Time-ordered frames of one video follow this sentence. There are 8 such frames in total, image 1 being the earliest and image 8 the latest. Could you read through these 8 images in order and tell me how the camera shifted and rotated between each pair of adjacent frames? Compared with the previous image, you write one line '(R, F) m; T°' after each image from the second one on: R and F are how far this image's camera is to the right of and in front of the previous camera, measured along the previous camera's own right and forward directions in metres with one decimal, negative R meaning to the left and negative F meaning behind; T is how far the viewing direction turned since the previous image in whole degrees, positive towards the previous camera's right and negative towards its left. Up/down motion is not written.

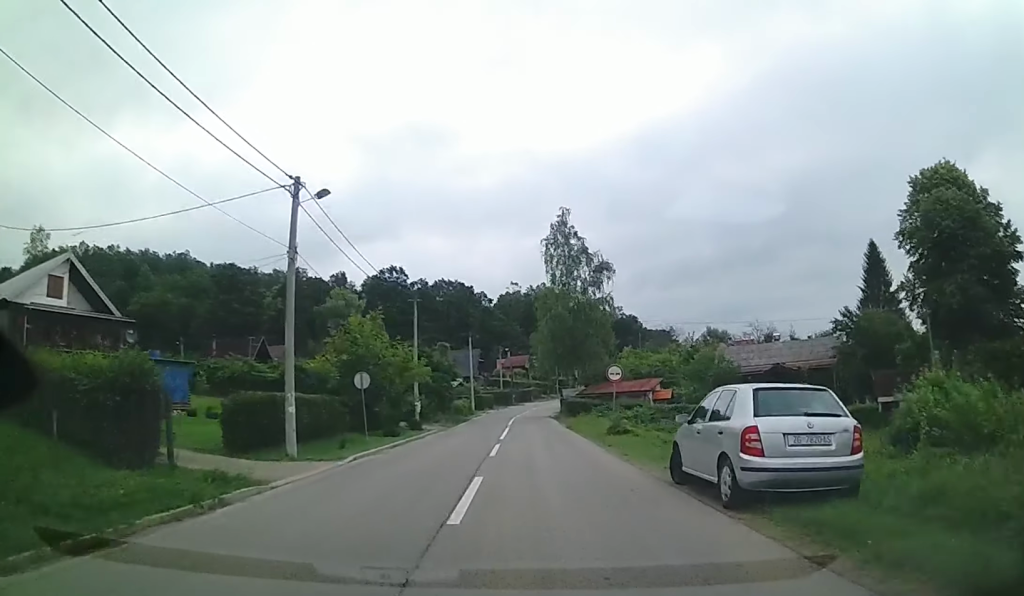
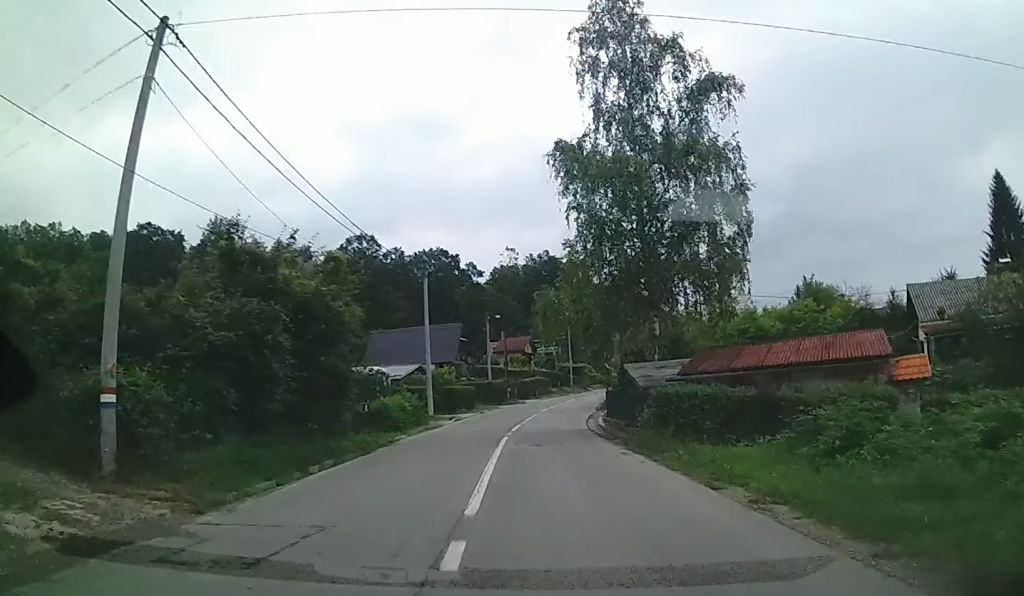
(+0.1, +32.2) m; +2°
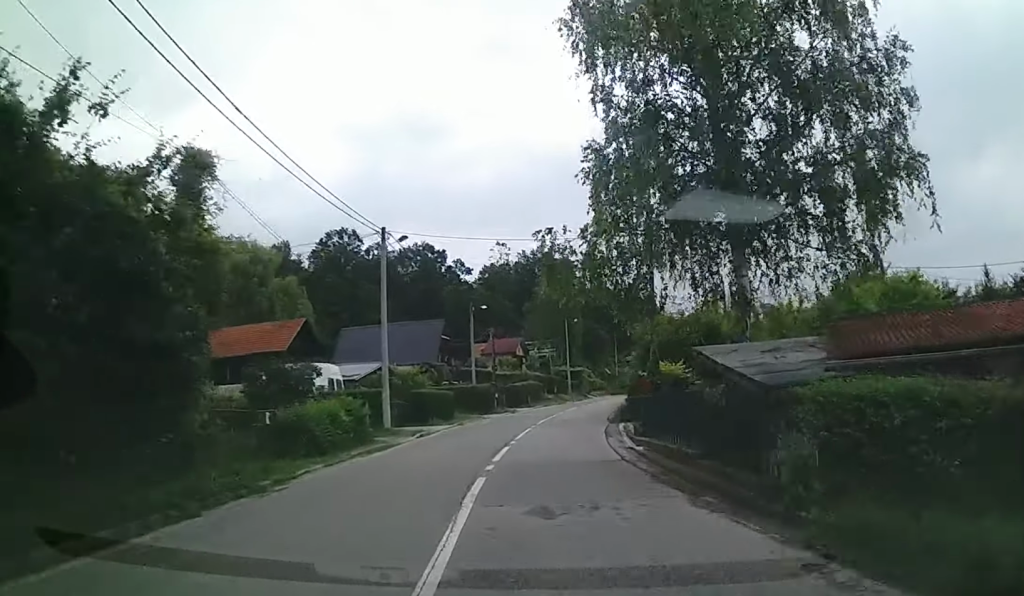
(+0.2, +9.9) m; +2°
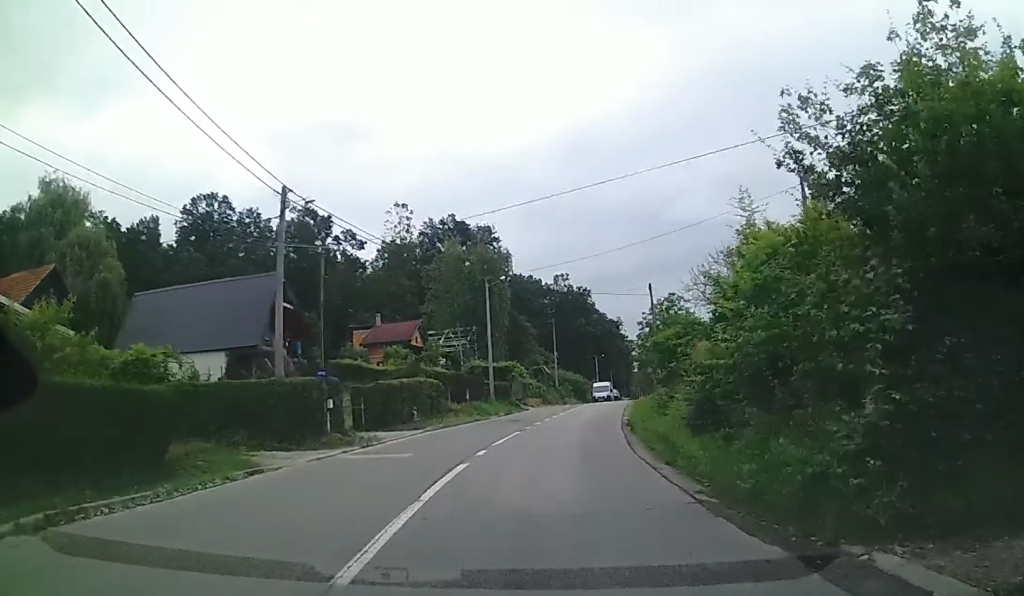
(+1.9, +26.6) m; +10°
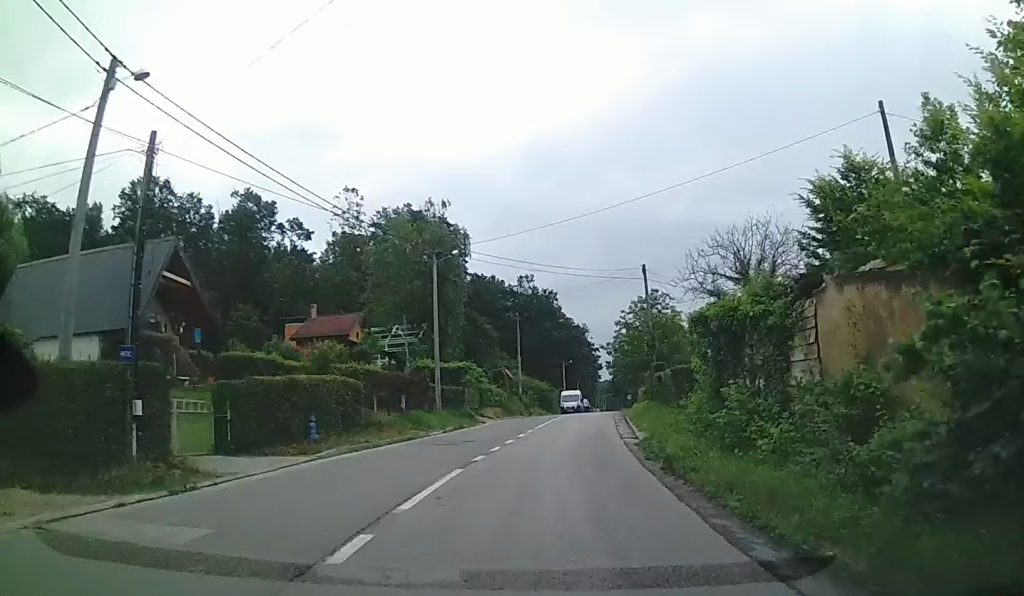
(+0.5, +8.5) m; +3°
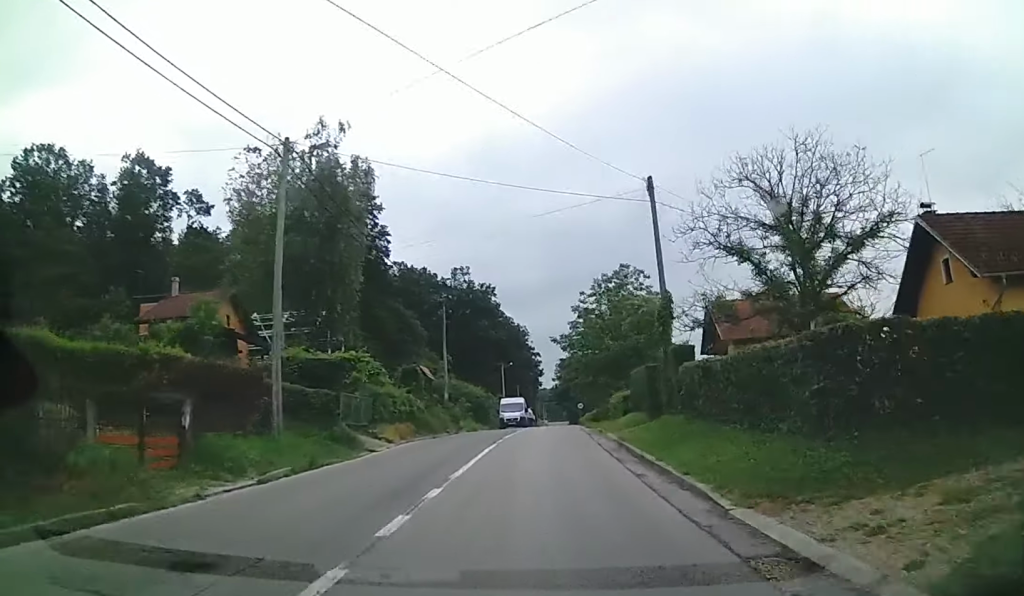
(+0.6, +13.4) m; +3°
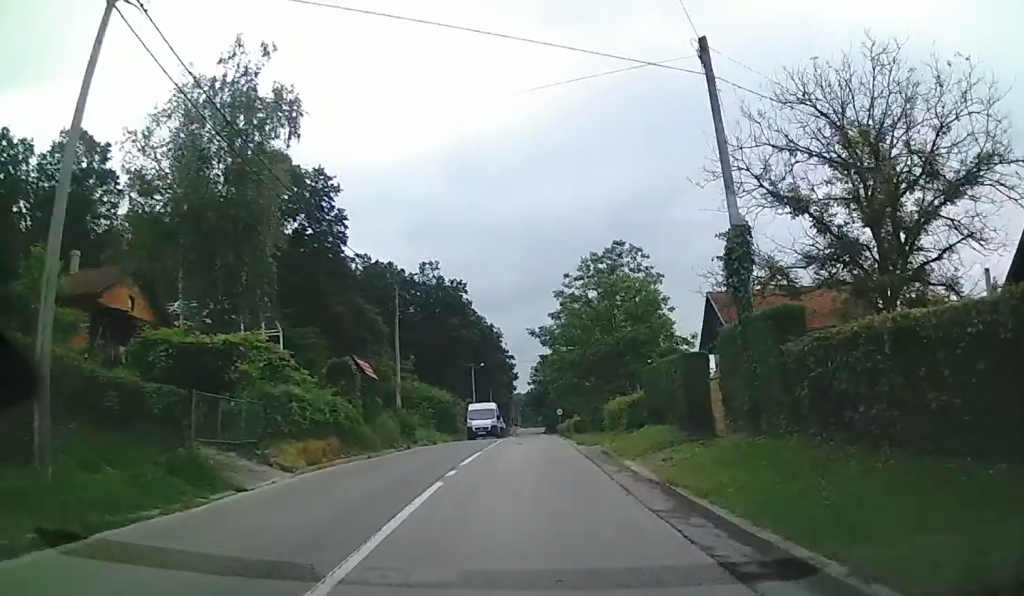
(+0.1, +8.0) m; +1°
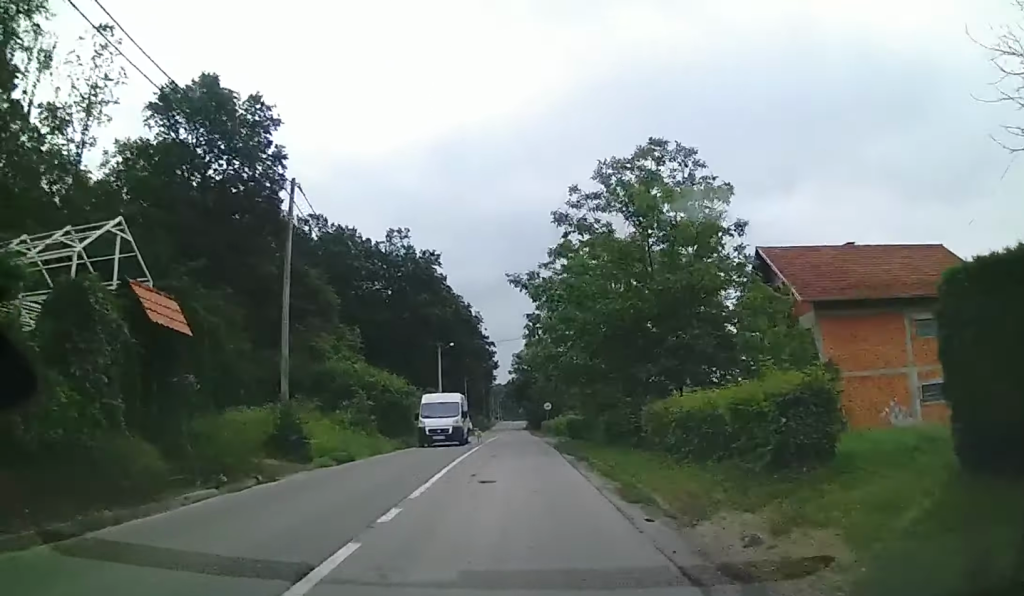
(0.0, +14.2) m; 0°
